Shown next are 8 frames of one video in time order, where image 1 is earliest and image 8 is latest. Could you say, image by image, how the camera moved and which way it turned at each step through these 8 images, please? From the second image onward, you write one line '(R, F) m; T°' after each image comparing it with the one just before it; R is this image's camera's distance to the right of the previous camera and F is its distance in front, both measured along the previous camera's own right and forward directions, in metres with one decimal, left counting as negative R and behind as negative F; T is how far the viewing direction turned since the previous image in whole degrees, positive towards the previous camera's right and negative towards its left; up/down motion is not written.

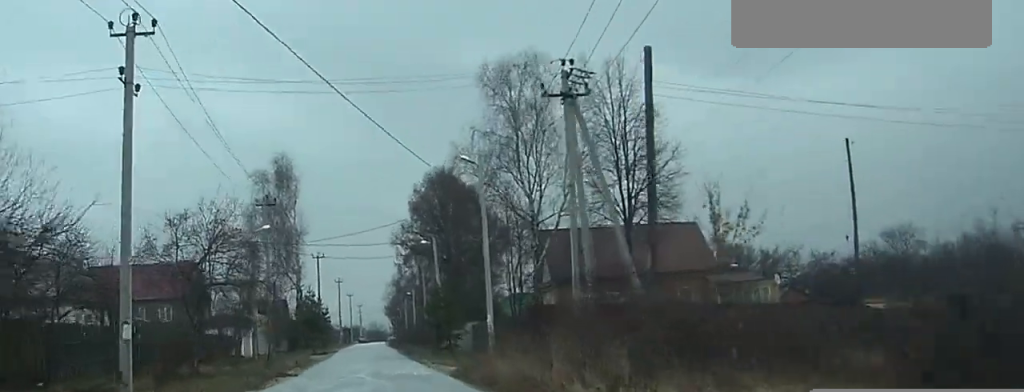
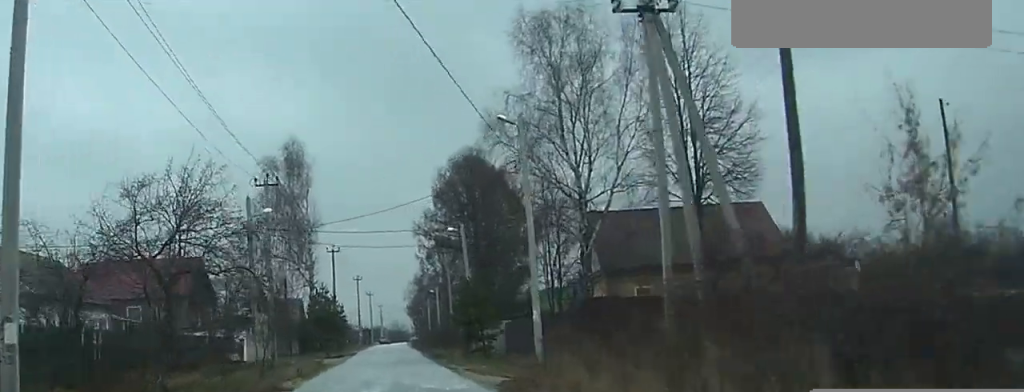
(-0.1, +7.4) m; -1°
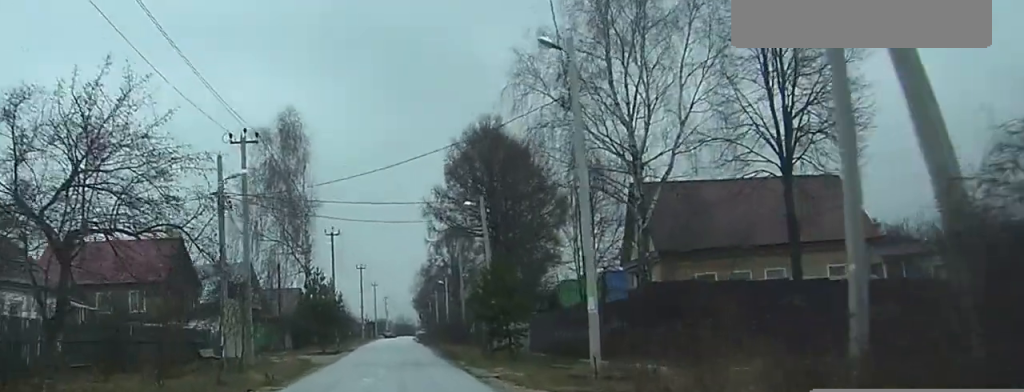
(0.0, +8.3) m; 0°
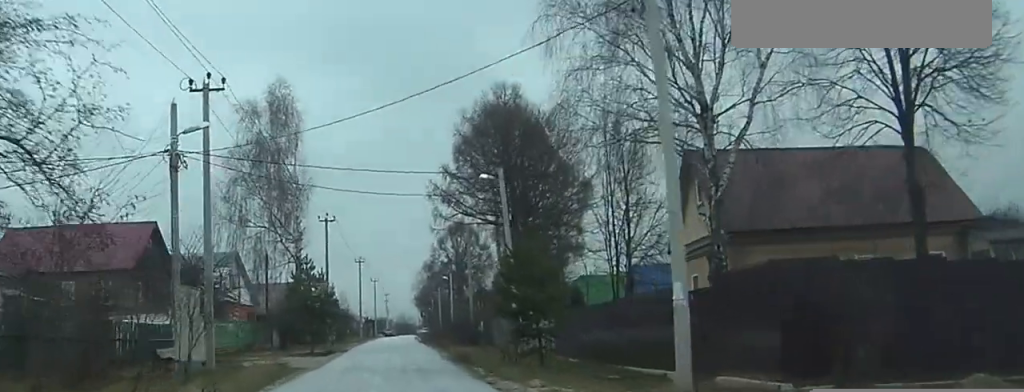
(0.0, +7.4) m; 0°
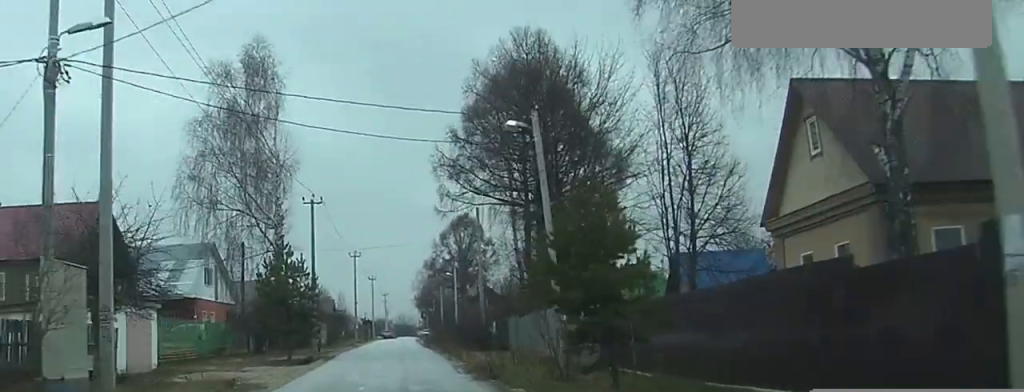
(-0.1, +9.5) m; 0°
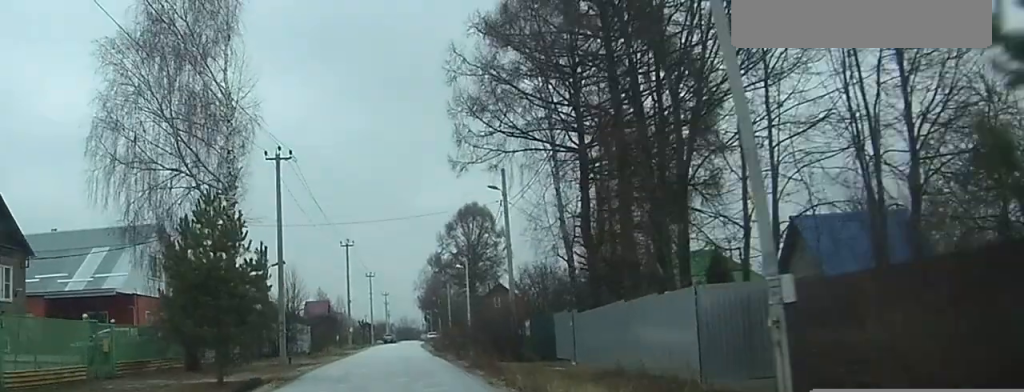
(-0.1, +15.0) m; 0°
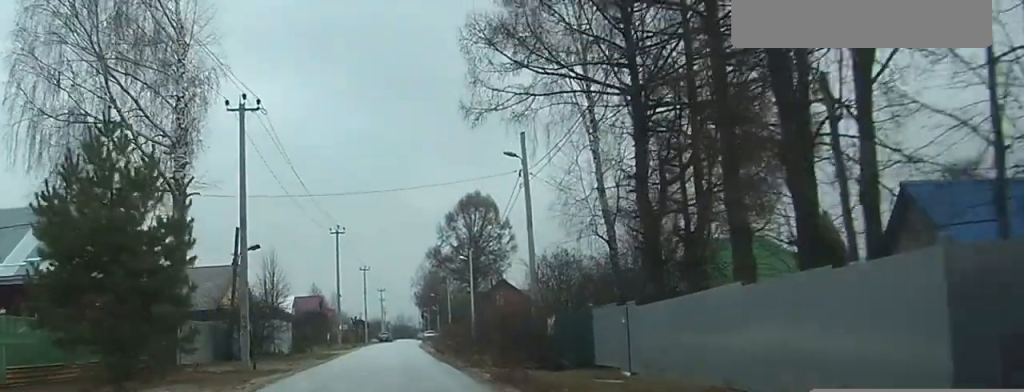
(0.0, +8.1) m; 0°
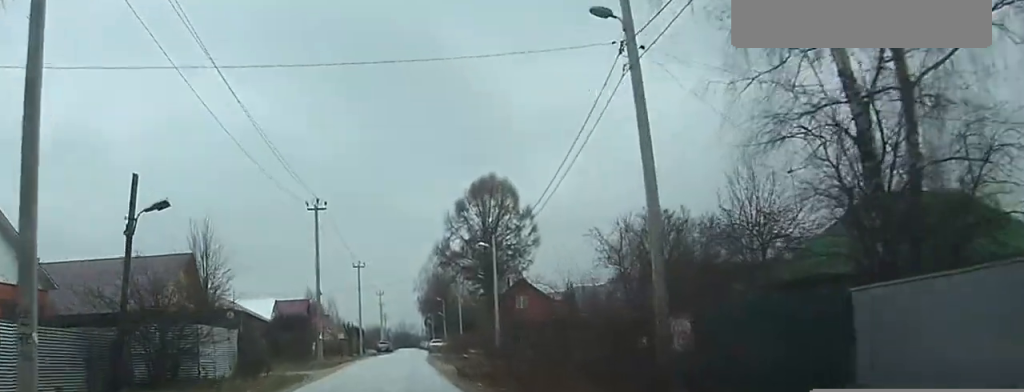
(0.0, +17.3) m; 0°
